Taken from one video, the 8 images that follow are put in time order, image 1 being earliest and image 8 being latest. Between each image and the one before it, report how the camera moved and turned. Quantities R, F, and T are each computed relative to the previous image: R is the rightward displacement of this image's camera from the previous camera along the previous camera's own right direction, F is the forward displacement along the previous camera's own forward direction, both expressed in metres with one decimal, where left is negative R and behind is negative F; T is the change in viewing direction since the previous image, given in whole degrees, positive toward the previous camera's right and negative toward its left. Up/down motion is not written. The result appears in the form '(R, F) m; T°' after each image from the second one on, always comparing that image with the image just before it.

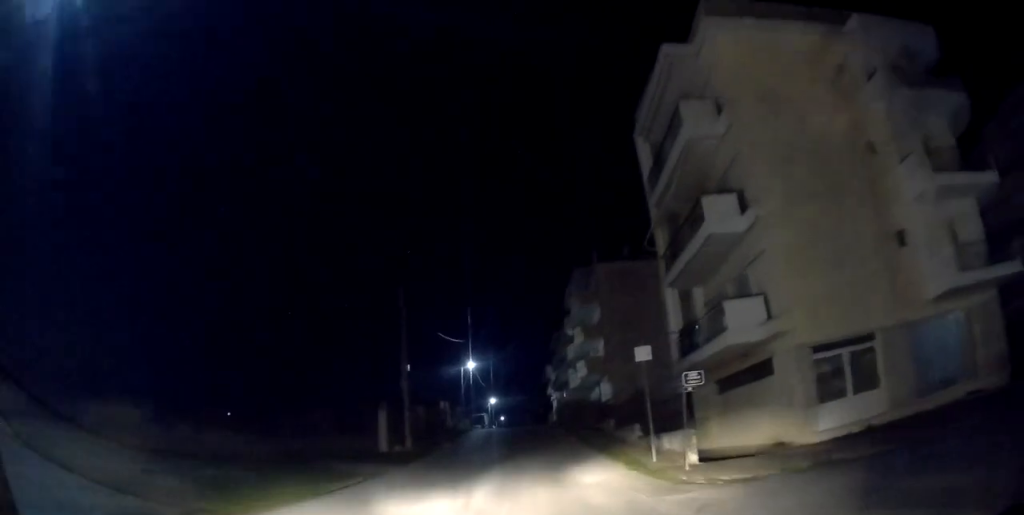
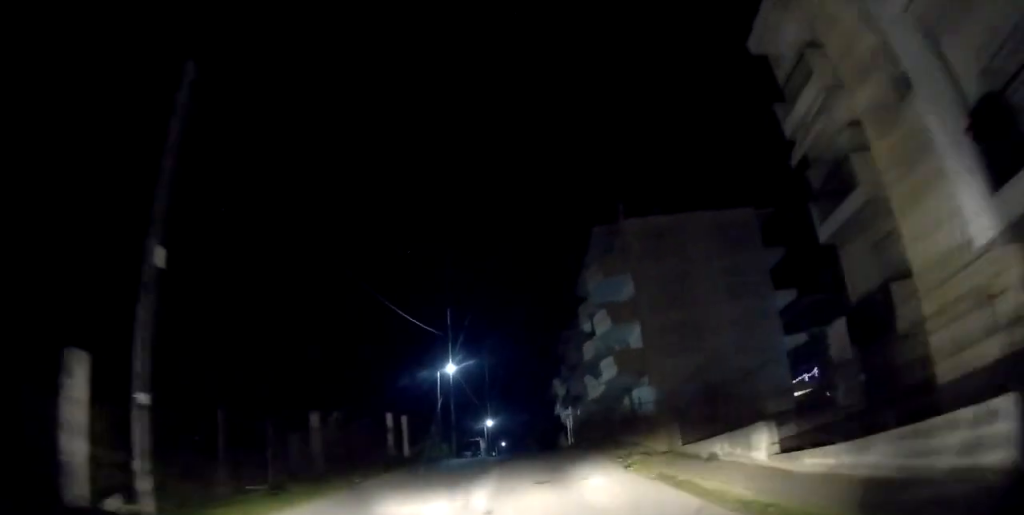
(0.0, +15.7) m; -1°
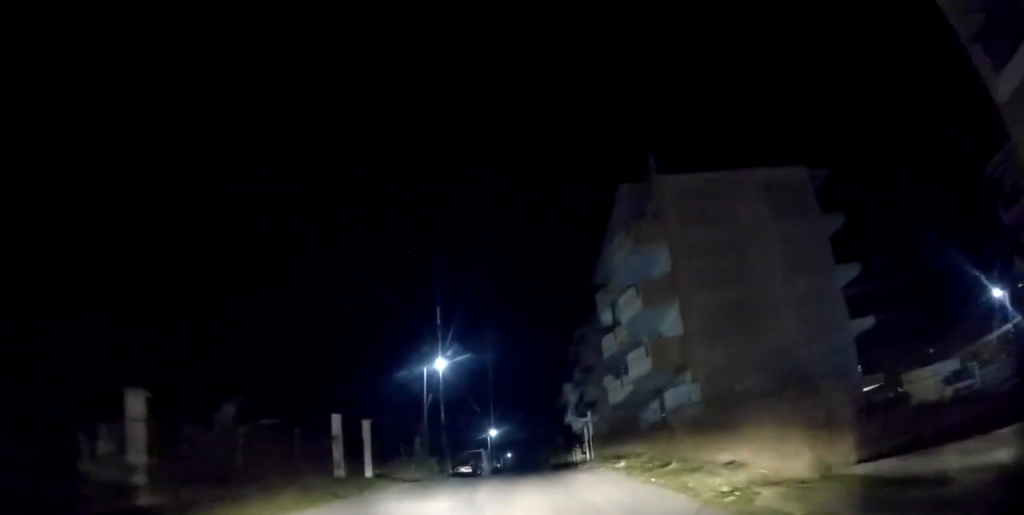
(0.0, +7.5) m; -1°
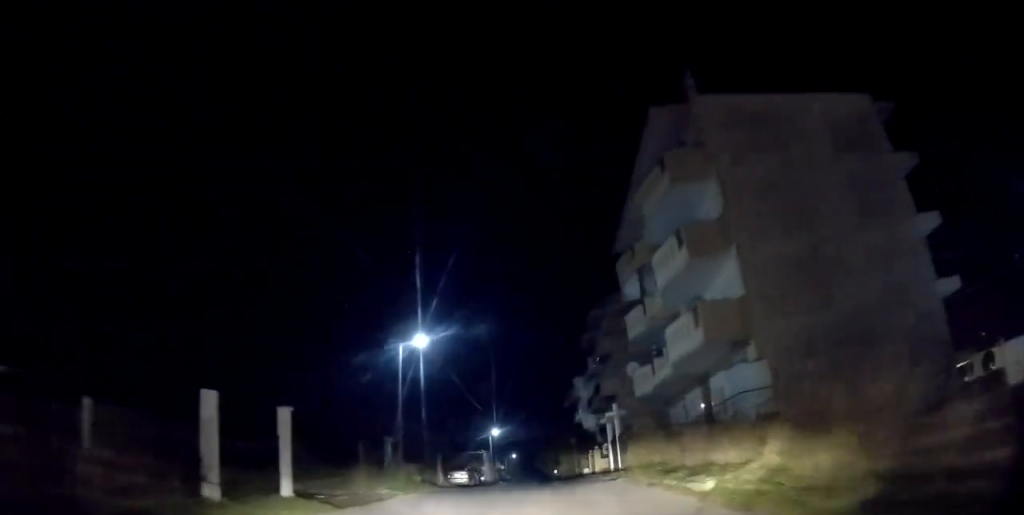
(-0.3, +7.2) m; 0°
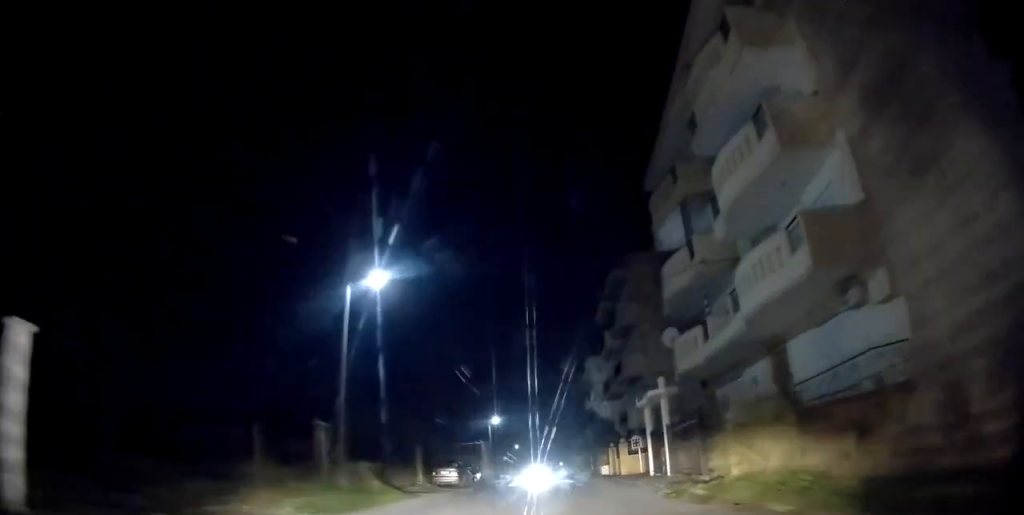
(+0.2, +7.7) m; +2°
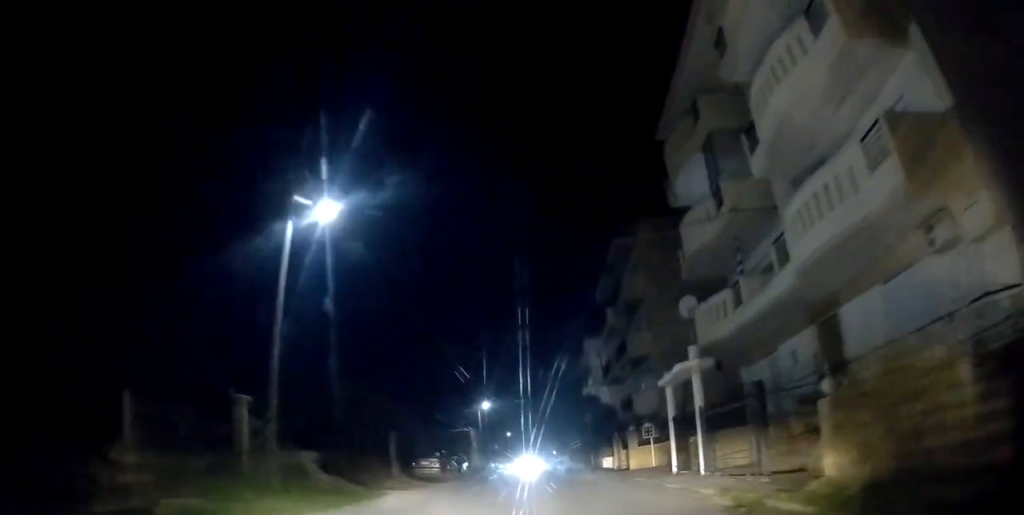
(0.0, +3.8) m; +1°
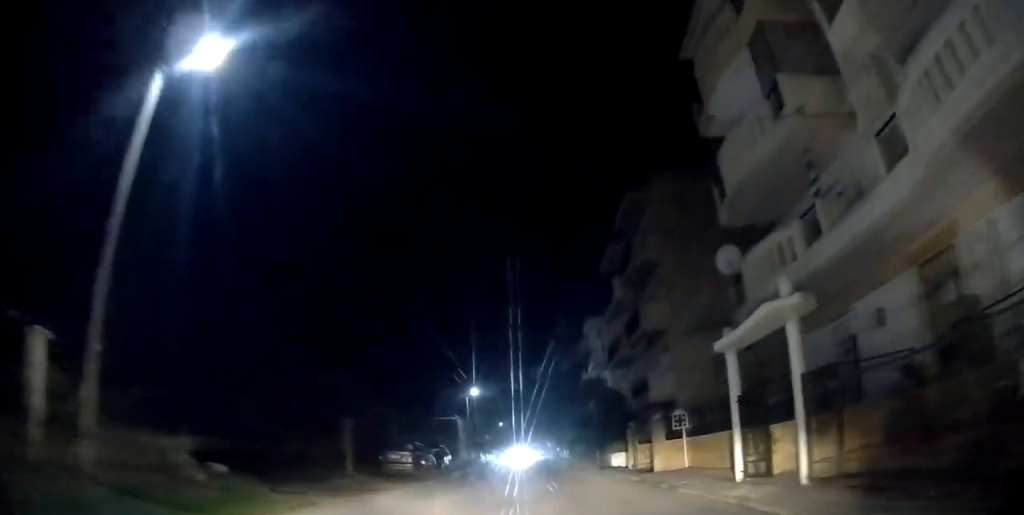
(0.0, +4.9) m; 0°
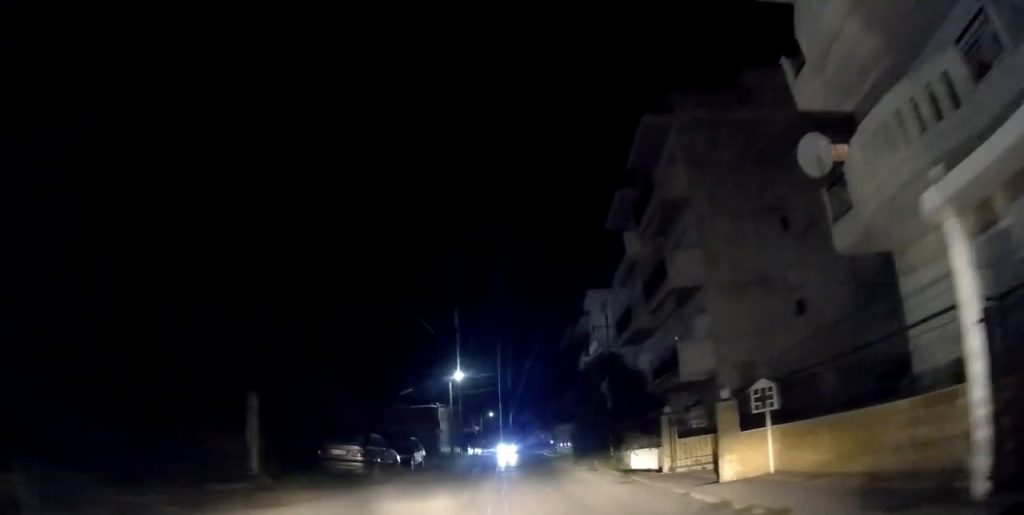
(0.0, +5.8) m; -1°
